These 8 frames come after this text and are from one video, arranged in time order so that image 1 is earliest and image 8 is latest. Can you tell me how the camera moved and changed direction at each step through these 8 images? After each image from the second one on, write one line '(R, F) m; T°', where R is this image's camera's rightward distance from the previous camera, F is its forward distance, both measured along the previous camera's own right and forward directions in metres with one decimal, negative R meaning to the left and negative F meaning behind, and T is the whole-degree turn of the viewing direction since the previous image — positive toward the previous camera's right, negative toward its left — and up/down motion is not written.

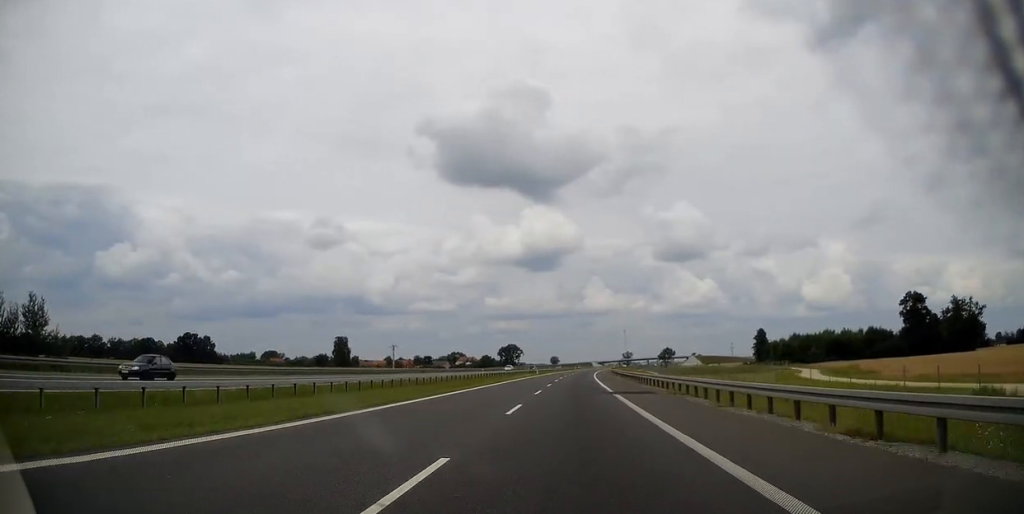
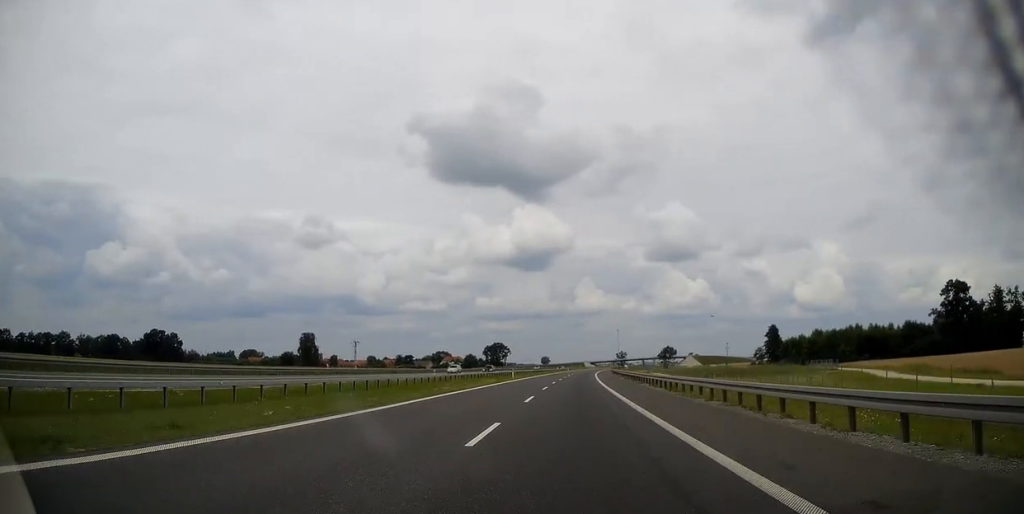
(+0.2, +30.9) m; +1°
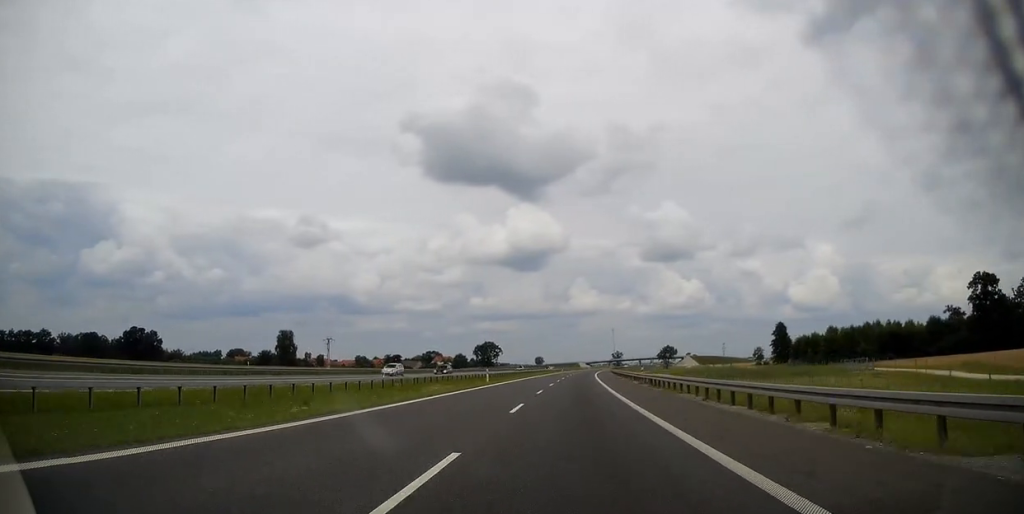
(+0.1, +17.2) m; 0°
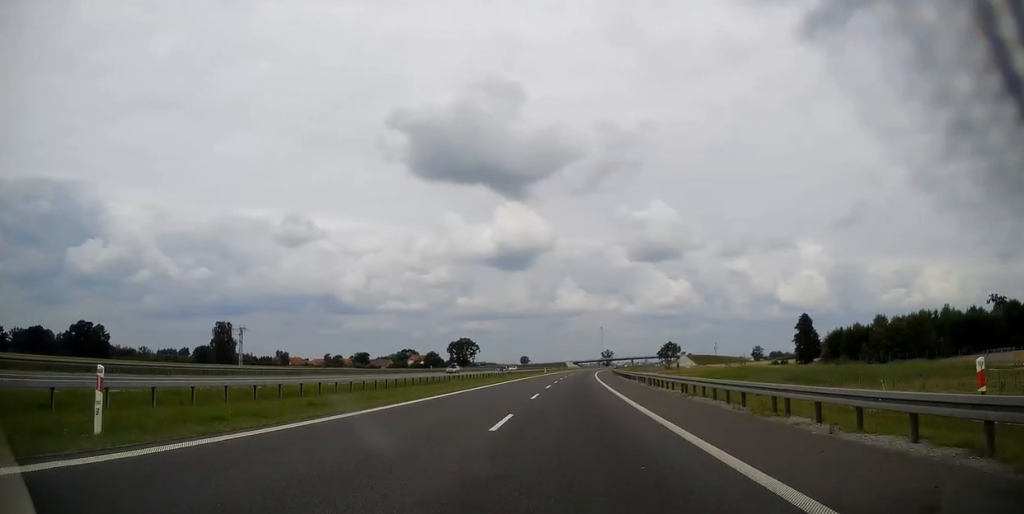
(+0.4, +41.4) m; +1°
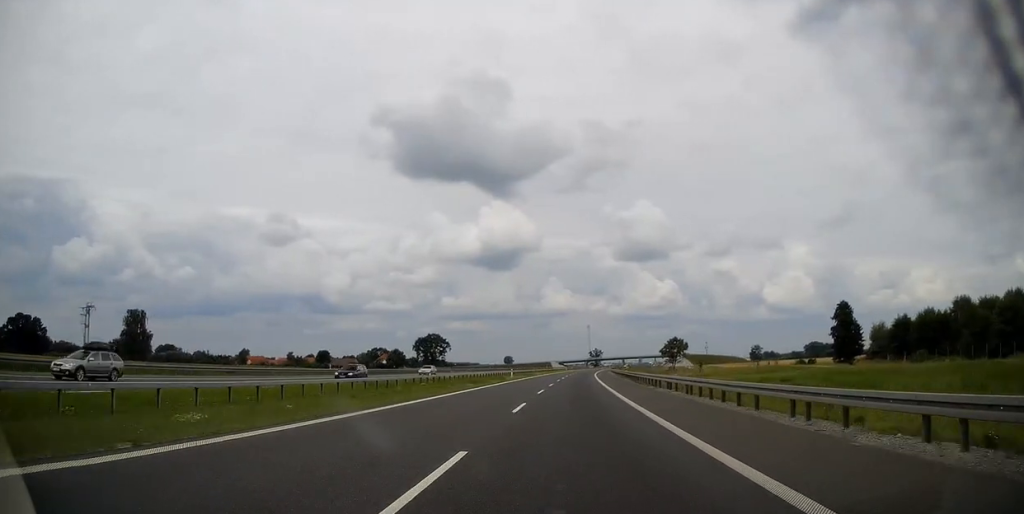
(+0.6, +43.7) m; +1°
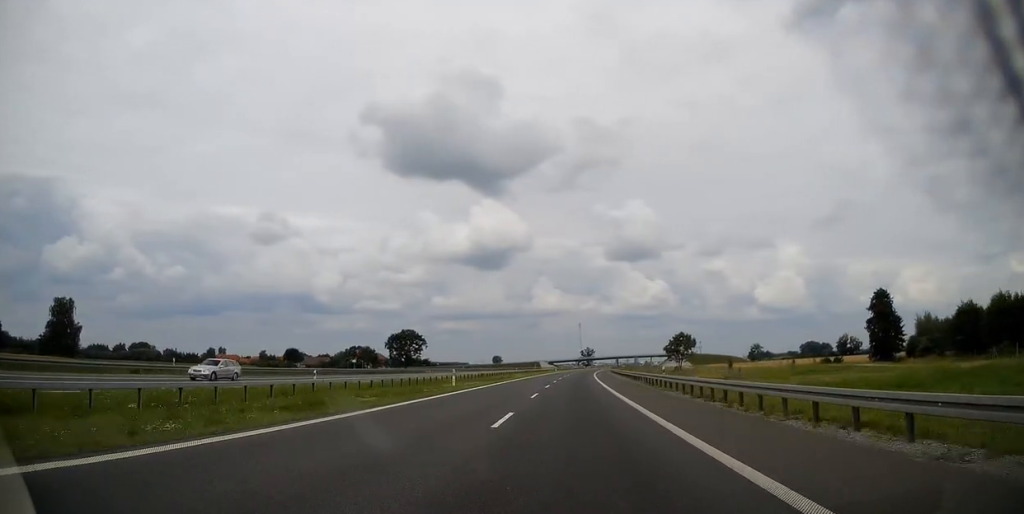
(+0.2, +28.7) m; +1°
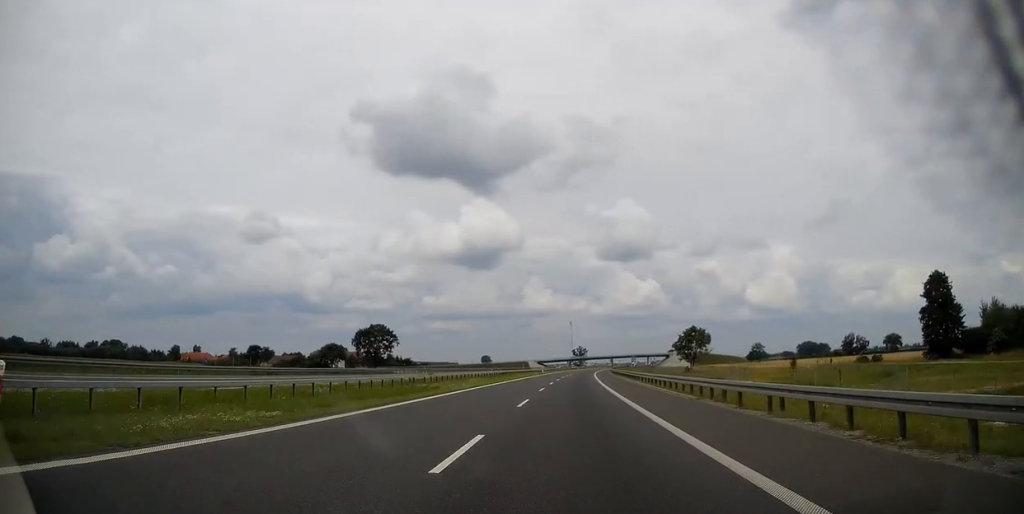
(+0.4, +29.9) m; +1°
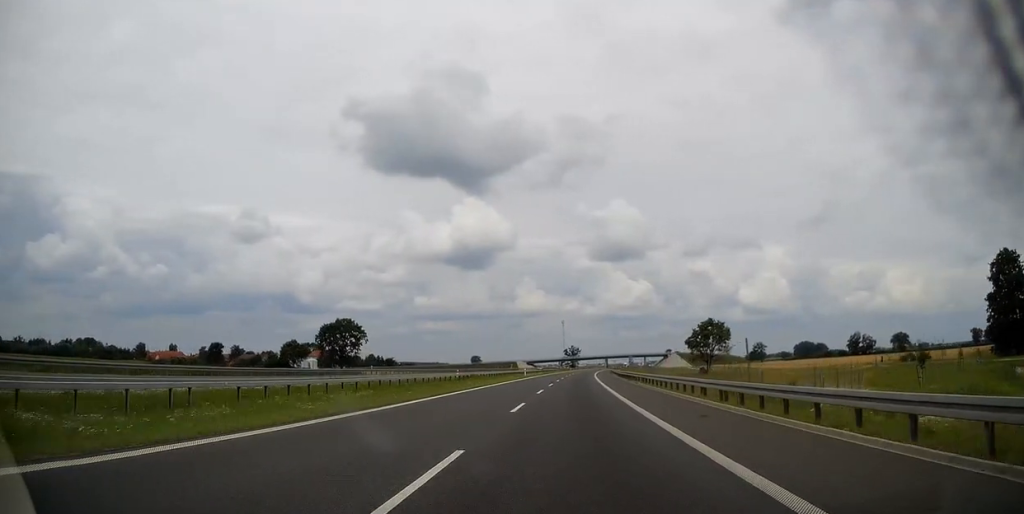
(+0.1, +26.4) m; +1°
